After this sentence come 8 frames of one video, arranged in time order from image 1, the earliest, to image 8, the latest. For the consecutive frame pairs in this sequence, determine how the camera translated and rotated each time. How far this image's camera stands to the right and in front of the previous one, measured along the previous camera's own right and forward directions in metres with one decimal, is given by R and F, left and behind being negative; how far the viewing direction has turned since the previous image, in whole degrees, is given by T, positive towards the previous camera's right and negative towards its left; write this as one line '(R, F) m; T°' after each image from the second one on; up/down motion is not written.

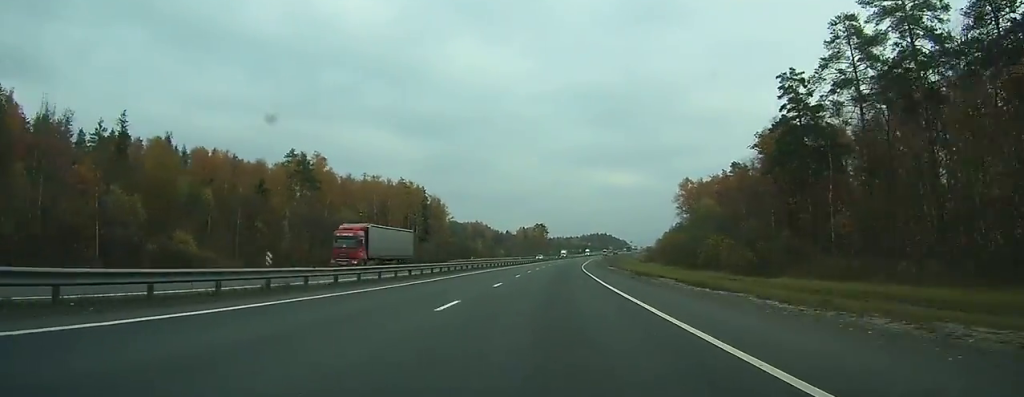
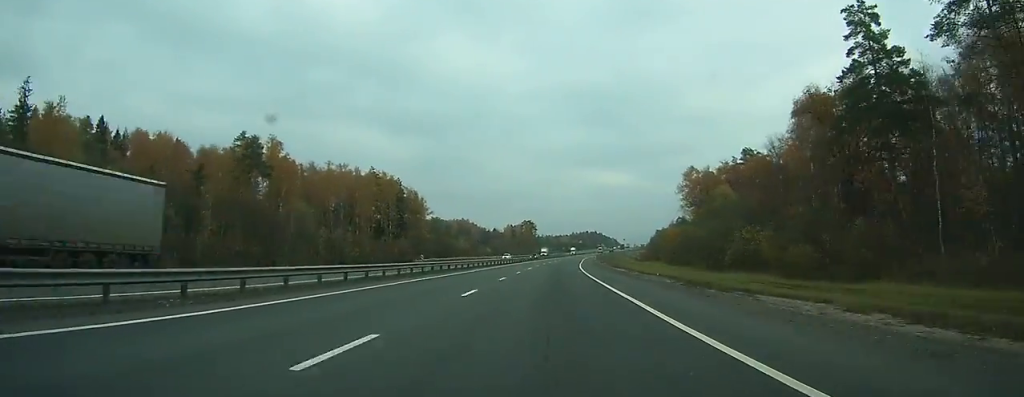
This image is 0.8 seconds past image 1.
(+0.2, +19.0) m; +1°
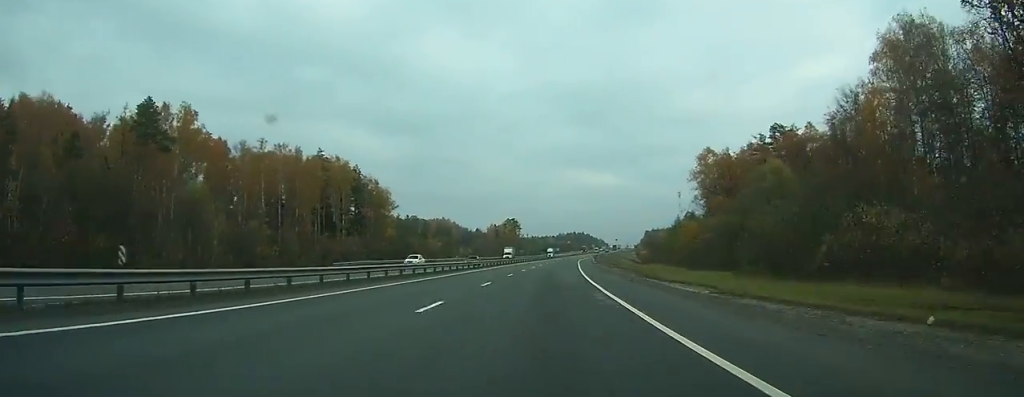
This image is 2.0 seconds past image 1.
(+0.1, +28.6) m; +1°
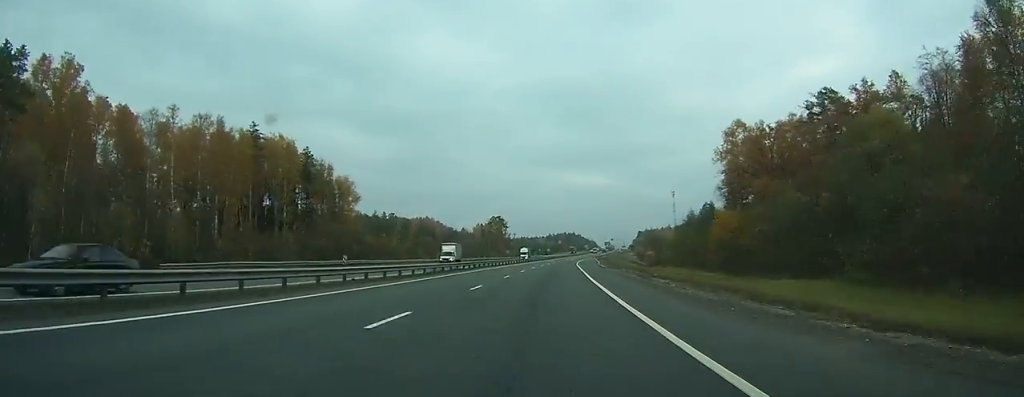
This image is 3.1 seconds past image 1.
(+0.6, +27.4) m; +2°
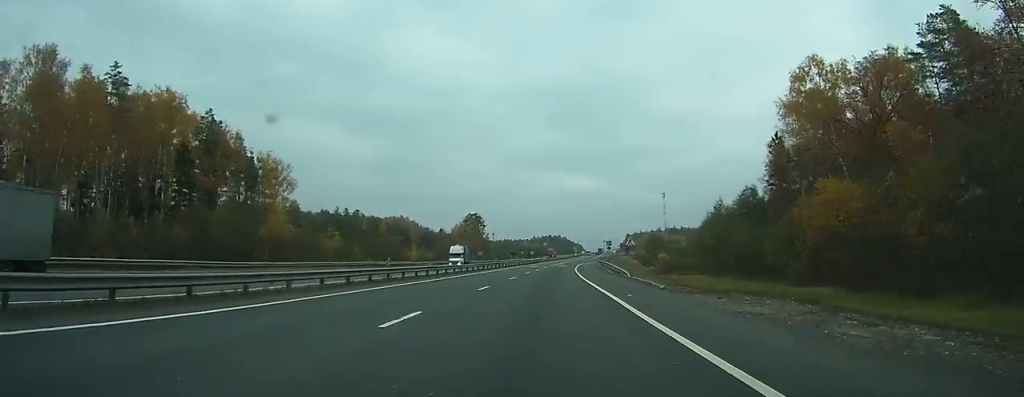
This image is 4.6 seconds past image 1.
(+0.6, +35.9) m; +2°
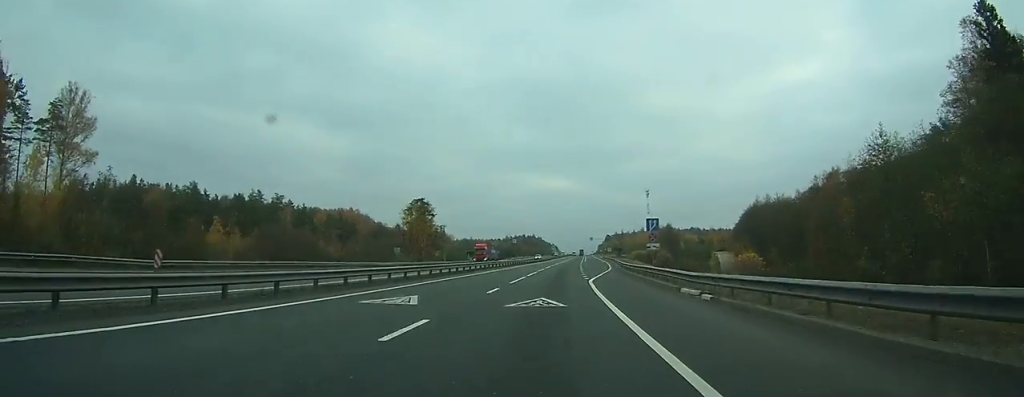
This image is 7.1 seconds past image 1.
(+1.4, +63.3) m; +2°
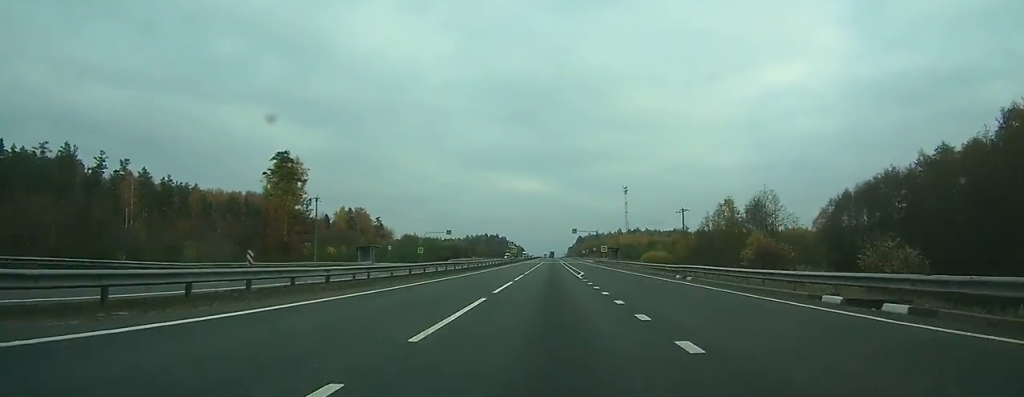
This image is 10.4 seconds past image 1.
(+2.0, +83.8) m; +3°
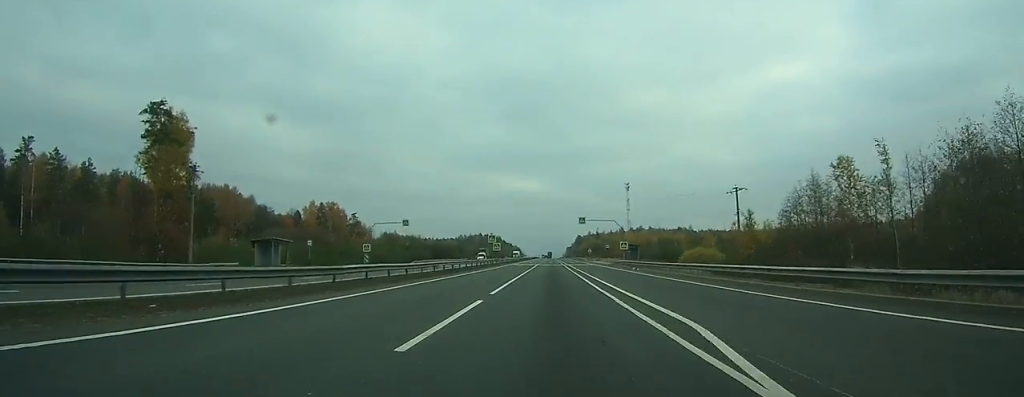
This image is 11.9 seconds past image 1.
(+0.6, +39.2) m; +1°
